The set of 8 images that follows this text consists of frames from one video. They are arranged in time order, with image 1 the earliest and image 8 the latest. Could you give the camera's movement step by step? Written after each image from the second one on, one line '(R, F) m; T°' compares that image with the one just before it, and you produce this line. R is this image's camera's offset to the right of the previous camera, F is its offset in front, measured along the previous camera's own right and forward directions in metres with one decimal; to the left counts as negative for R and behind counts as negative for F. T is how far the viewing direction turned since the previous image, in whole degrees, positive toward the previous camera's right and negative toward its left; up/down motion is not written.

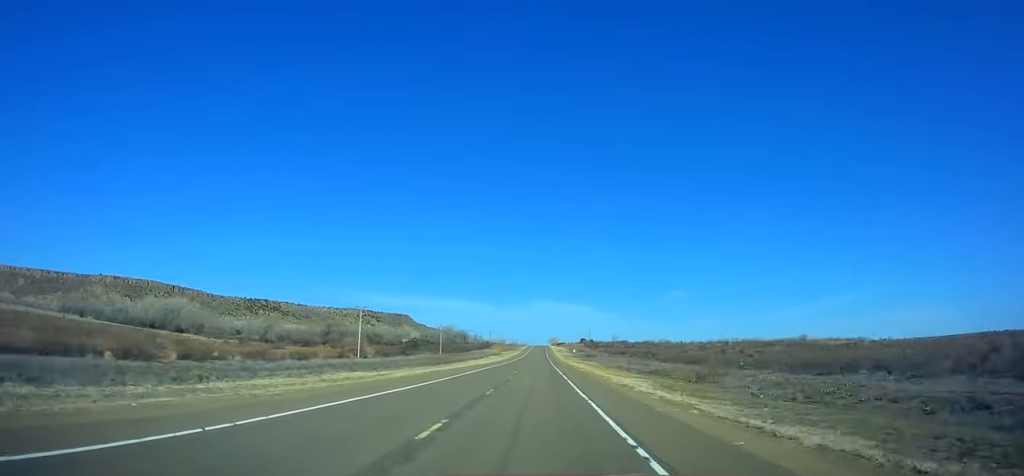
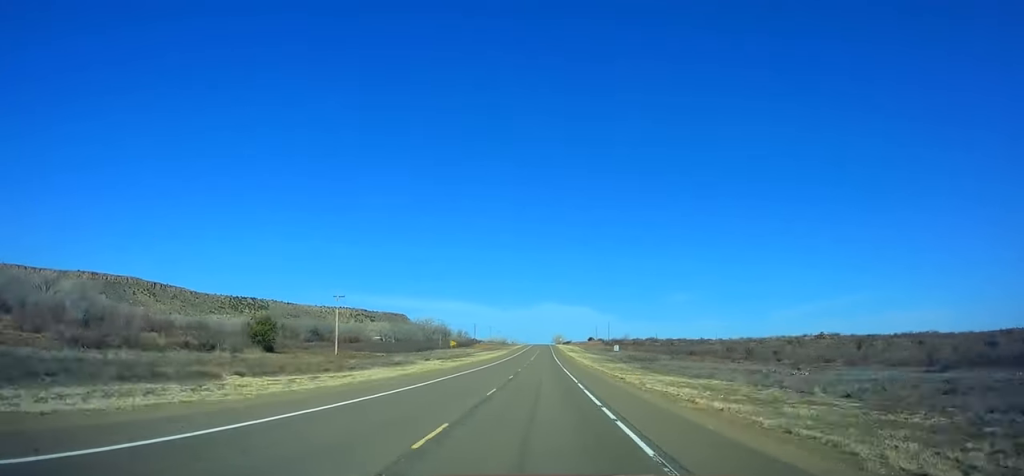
(-0.2, +98.8) m; 0°
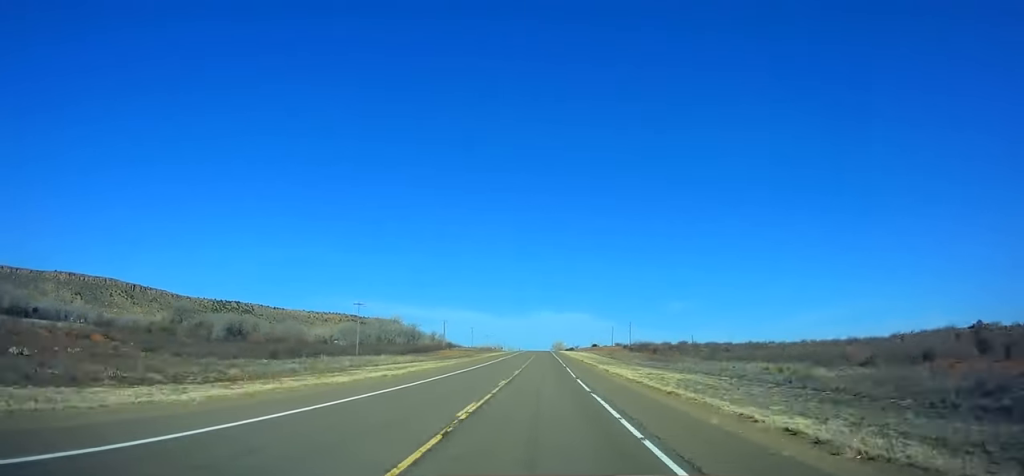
(-0.1, +81.2) m; 0°
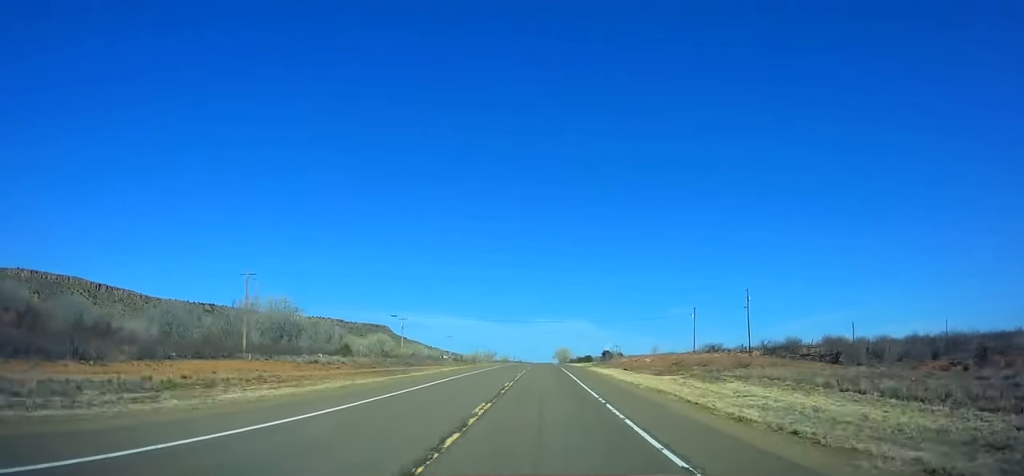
(+0.2, +132.3) m; 0°
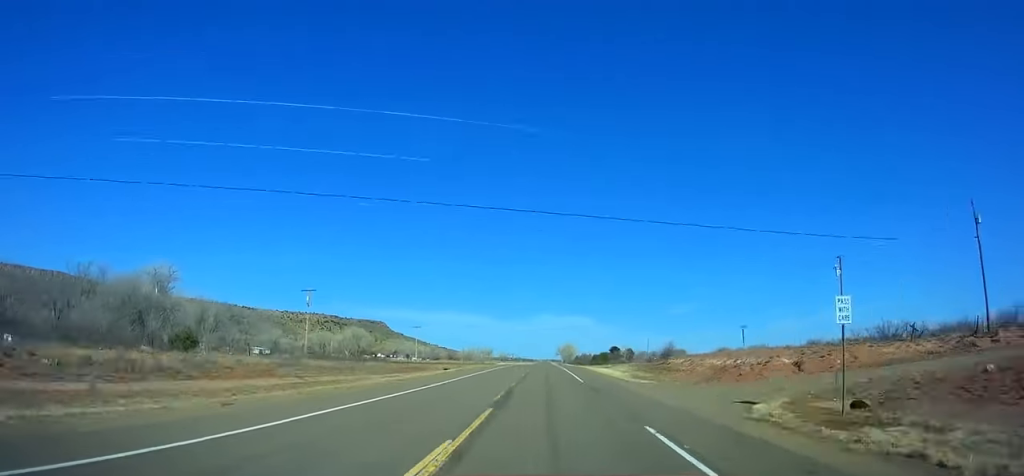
(+0.3, +57.0) m; 0°
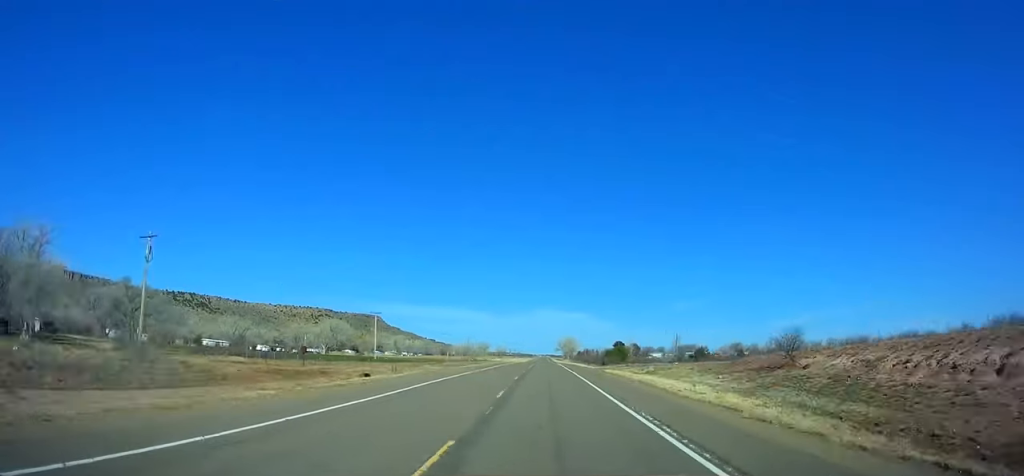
(0.0, +35.8) m; 0°
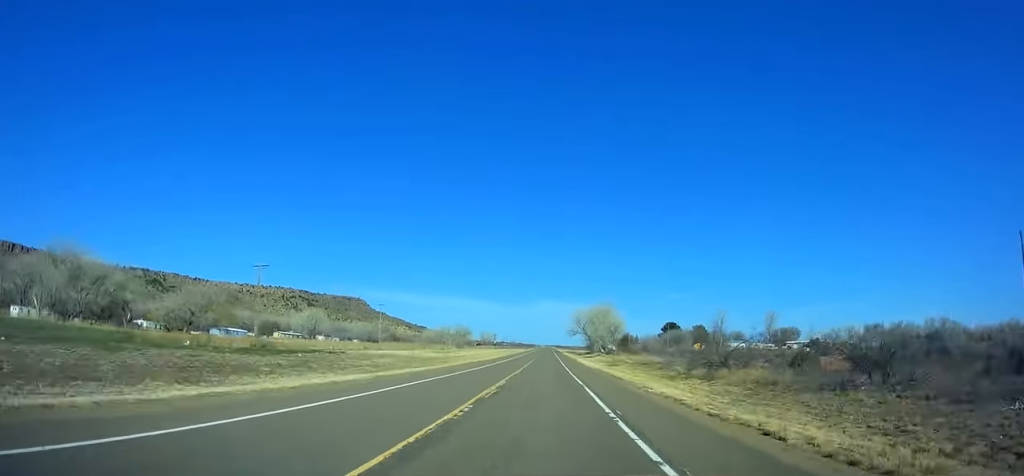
(-0.9, +202.3) m; 0°
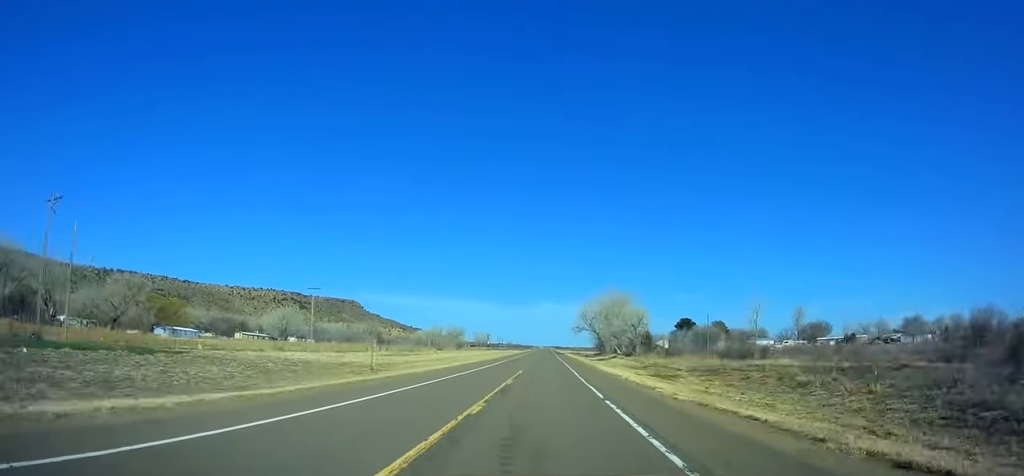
(+0.2, +35.5) m; 0°
